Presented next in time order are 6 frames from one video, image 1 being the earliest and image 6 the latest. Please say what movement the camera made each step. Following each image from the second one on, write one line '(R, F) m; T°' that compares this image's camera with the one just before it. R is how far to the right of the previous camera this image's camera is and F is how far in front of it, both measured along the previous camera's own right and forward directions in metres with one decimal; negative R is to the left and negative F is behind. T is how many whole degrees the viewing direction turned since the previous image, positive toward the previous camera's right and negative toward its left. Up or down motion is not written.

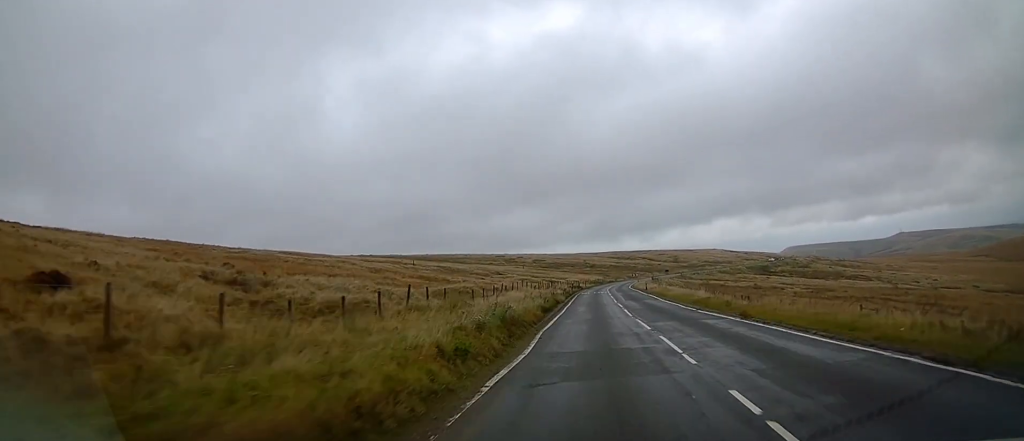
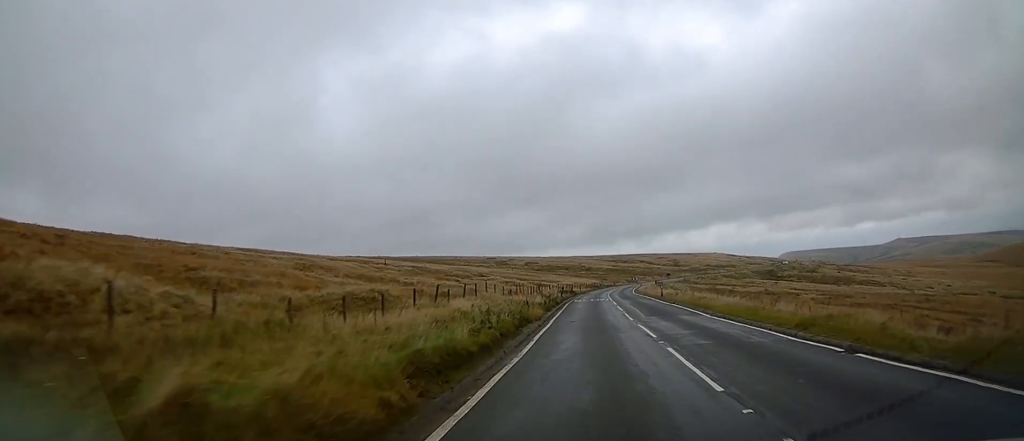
(0.0, +14.6) m; 0°
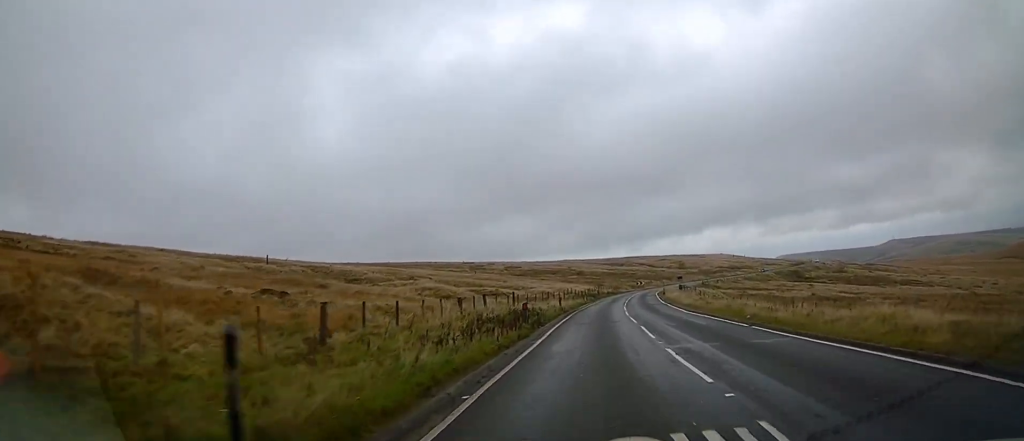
(+0.2, +38.9) m; +1°
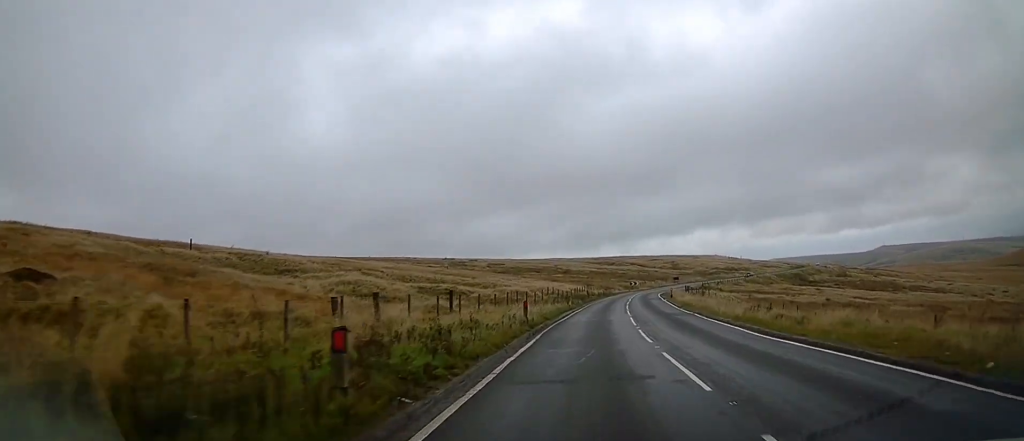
(0.0, +13.4) m; +1°
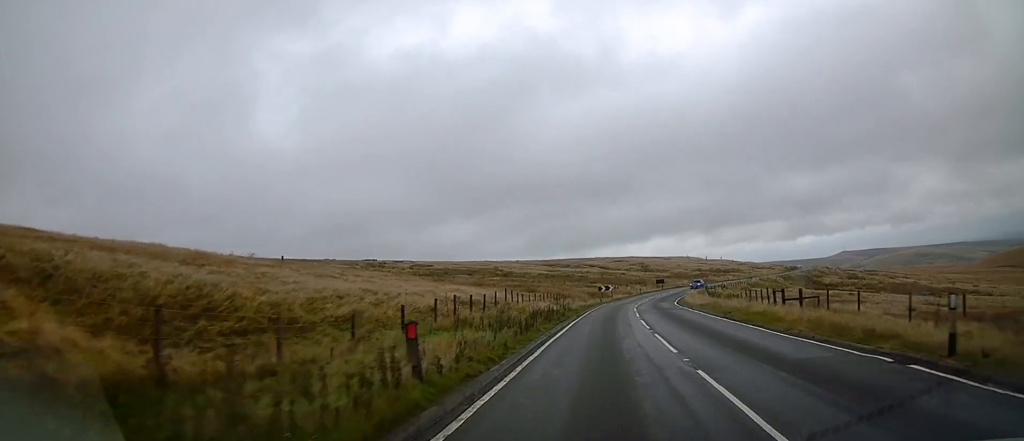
(+1.6, +42.9) m; +4°
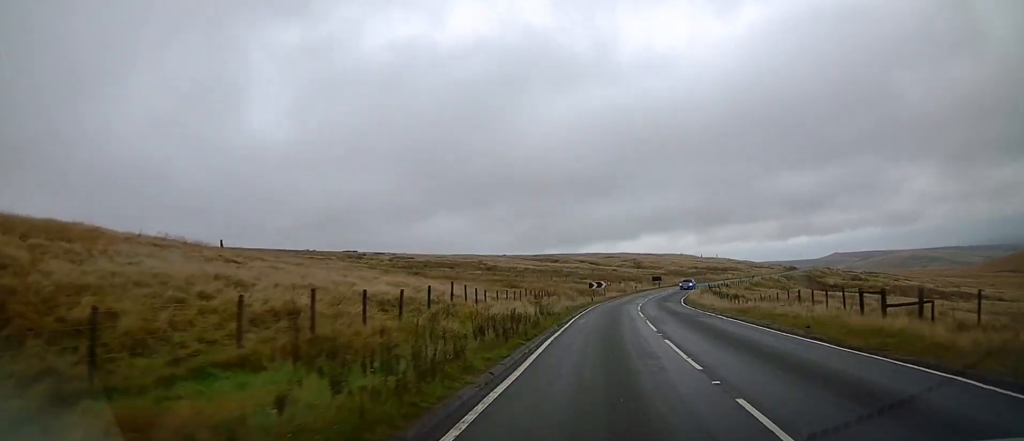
(0.0, +9.1) m; +1°
